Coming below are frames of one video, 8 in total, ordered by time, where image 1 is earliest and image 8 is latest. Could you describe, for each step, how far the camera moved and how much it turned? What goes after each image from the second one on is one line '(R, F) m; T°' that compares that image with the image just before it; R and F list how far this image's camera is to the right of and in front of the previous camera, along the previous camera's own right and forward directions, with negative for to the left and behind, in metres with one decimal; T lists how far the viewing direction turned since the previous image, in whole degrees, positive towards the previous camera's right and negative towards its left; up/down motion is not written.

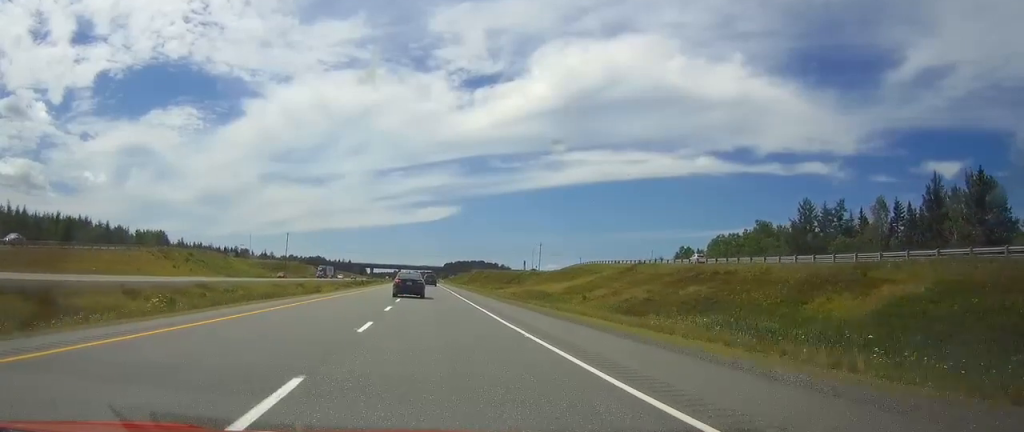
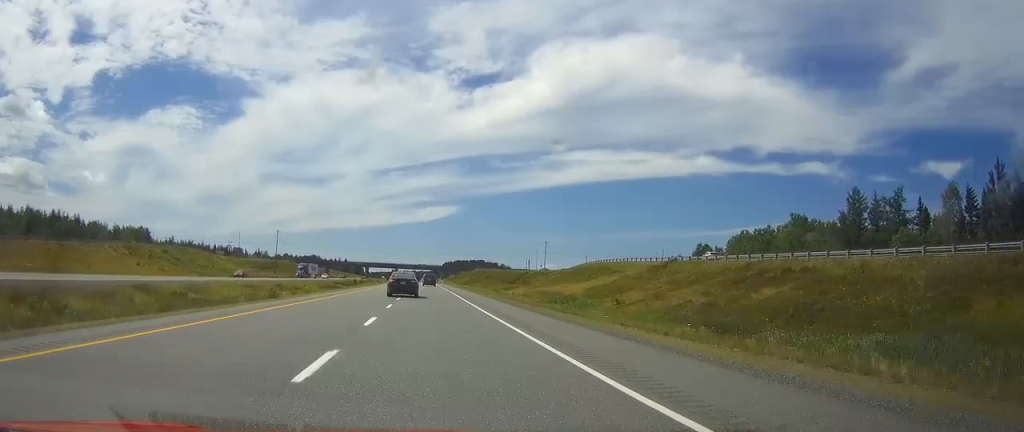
(0.0, +16.0) m; 0°
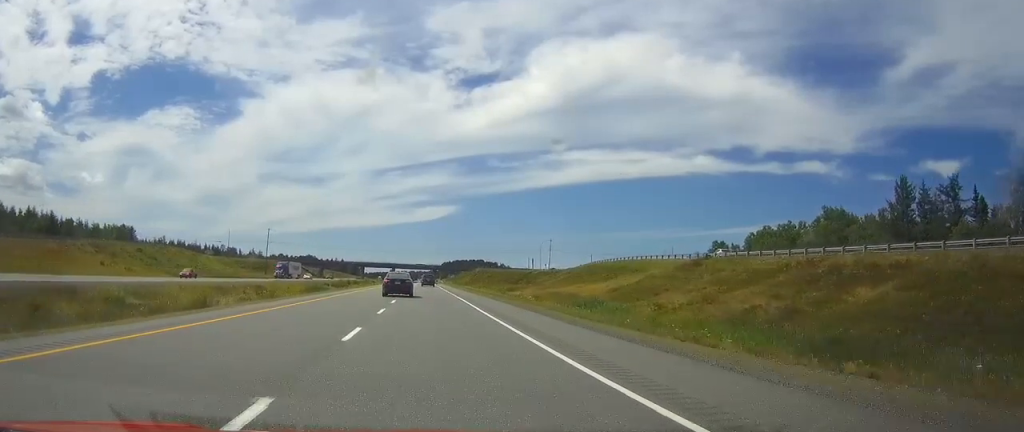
(+0.1, +13.0) m; 0°
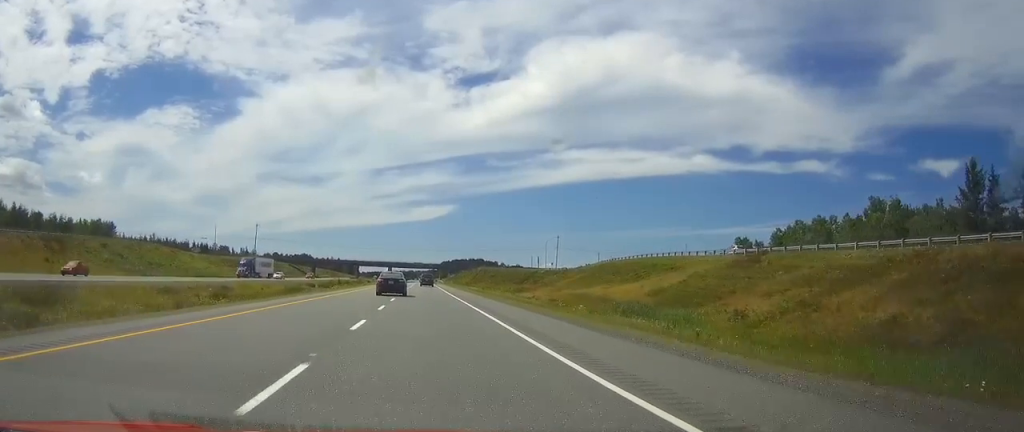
(0.0, +16.0) m; 0°
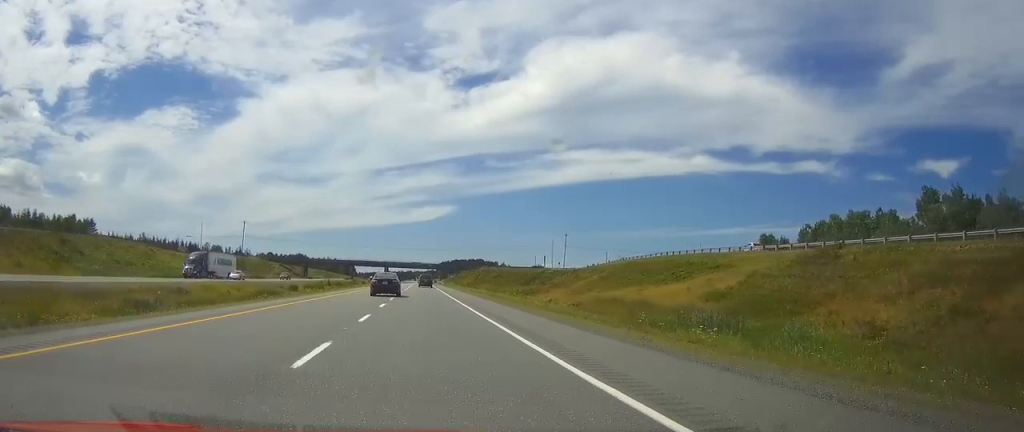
(0.0, +15.0) m; 0°
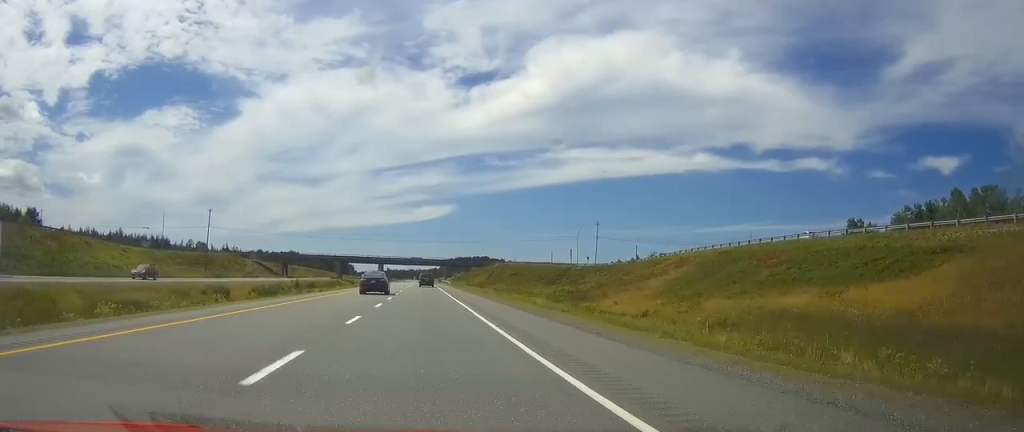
(-0.2, +37.9) m; 0°
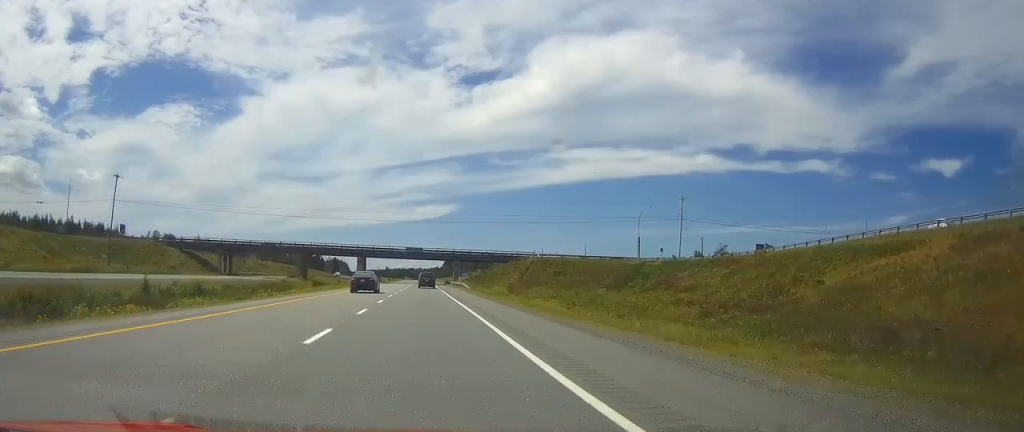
(+0.2, +60.0) m; 0°
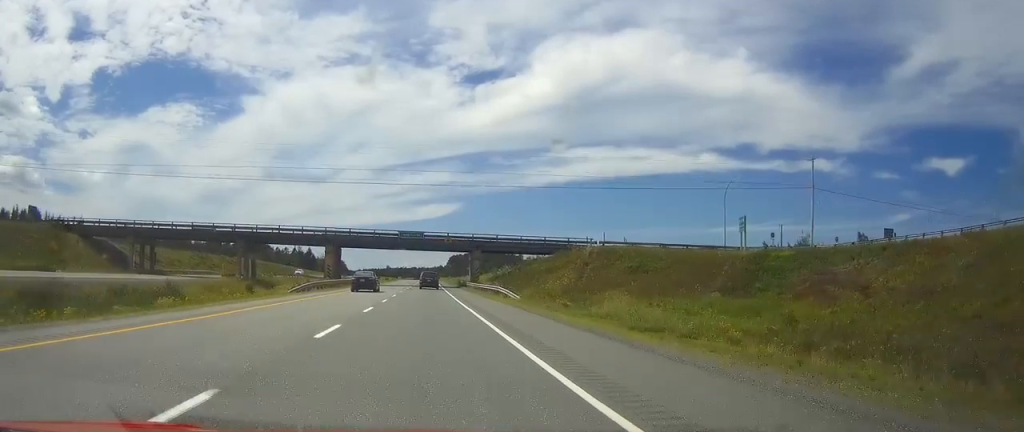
(-0.1, +44.0) m; 0°
